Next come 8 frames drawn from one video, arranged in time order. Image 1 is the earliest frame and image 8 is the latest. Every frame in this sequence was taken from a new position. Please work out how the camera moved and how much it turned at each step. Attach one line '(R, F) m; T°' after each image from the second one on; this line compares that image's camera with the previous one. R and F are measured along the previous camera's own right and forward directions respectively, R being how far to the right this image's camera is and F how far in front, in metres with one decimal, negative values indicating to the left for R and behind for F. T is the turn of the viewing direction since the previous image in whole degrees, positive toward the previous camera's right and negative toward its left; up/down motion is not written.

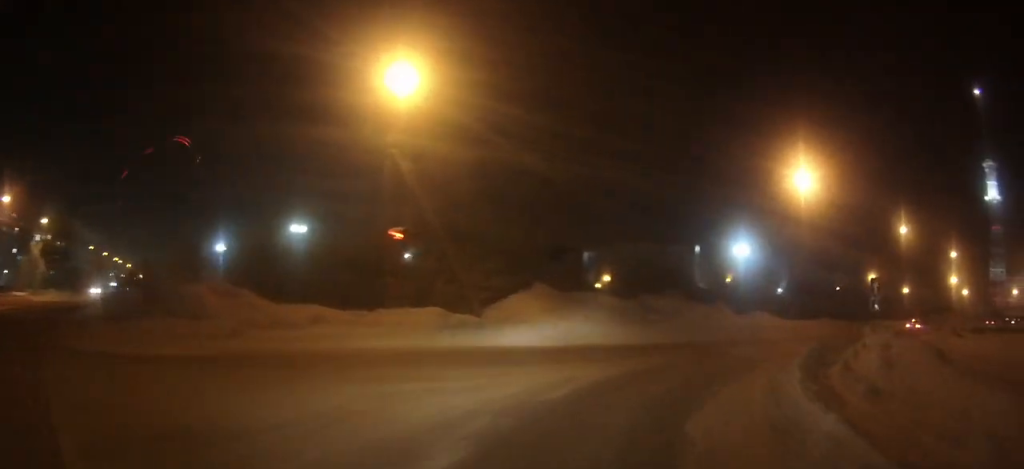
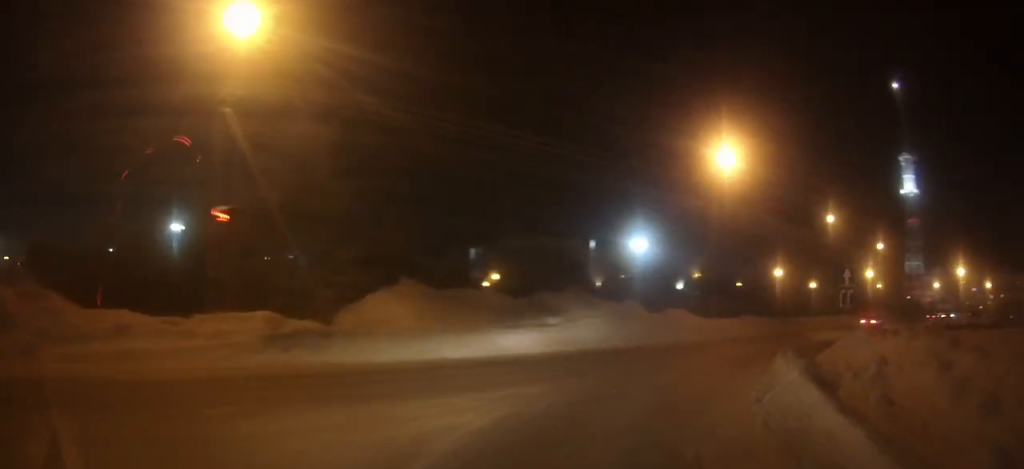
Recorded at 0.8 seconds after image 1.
(+0.5, +6.6) m; +11°
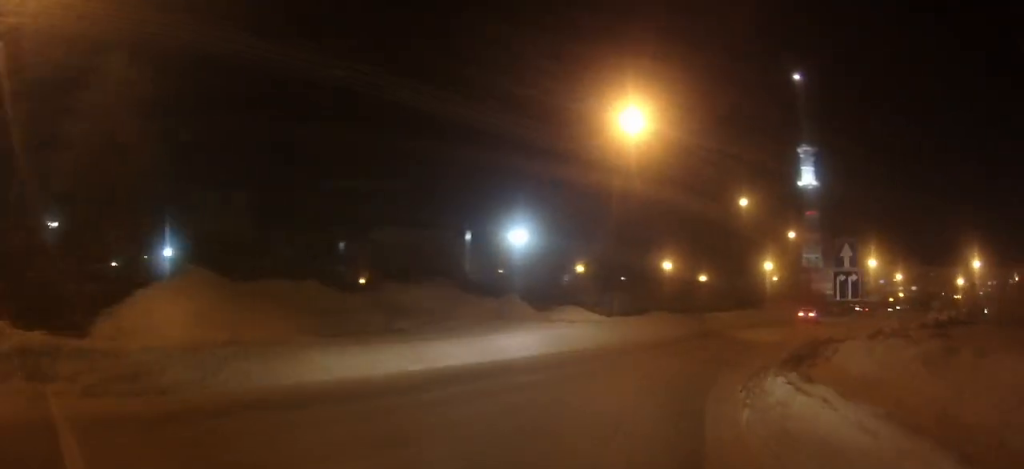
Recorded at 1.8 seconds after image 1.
(+1.0, +8.0) m; +13°
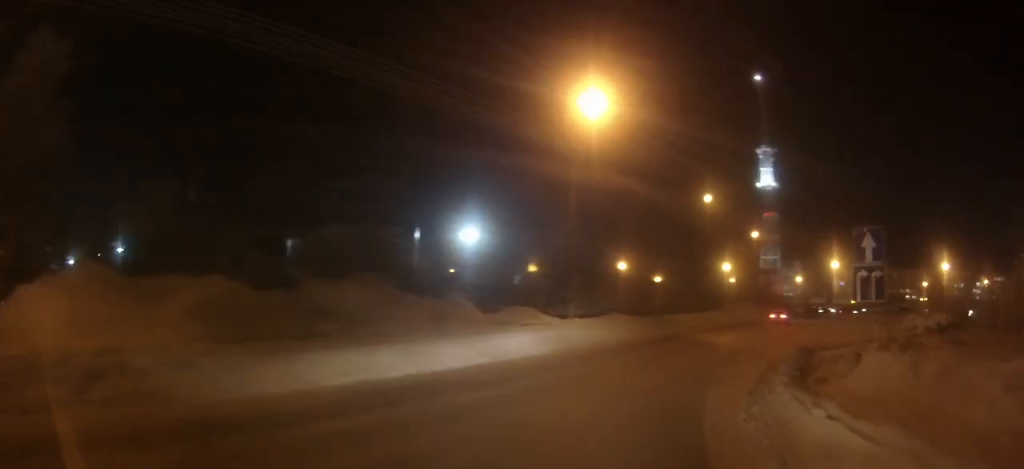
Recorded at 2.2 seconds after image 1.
(+0.3, +3.3) m; +4°
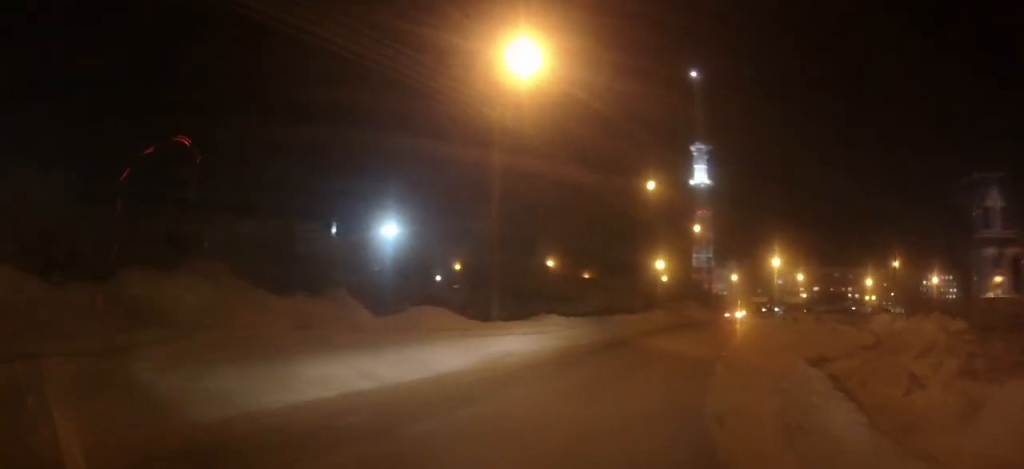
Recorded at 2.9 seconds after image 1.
(+0.3, +5.8) m; +7°
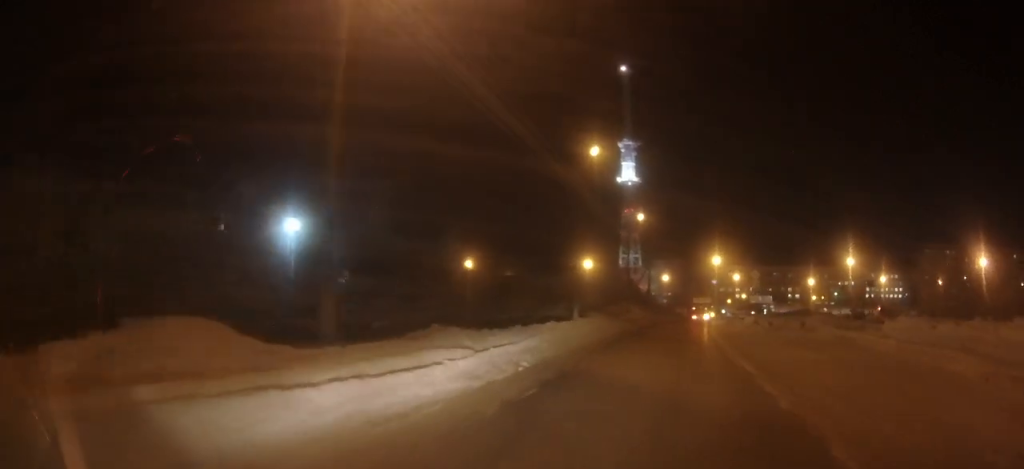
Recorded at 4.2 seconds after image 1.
(+1.1, +11.7) m; +8°
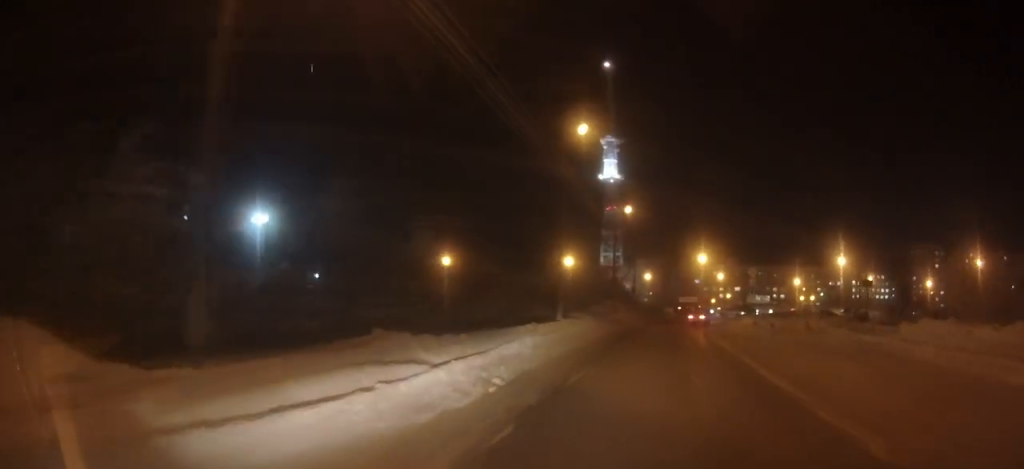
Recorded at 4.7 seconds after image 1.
(0.0, +4.3) m; +2°
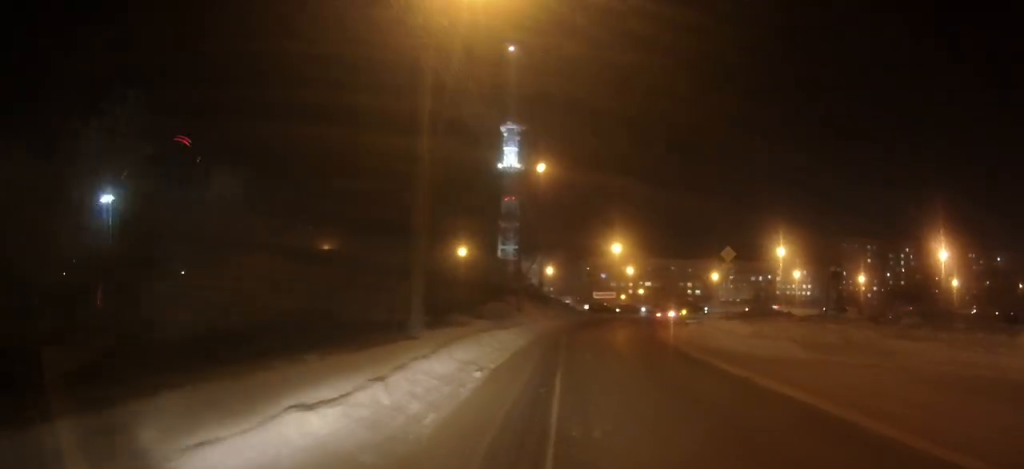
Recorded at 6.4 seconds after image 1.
(+1.3, +16.8) m; +8°
